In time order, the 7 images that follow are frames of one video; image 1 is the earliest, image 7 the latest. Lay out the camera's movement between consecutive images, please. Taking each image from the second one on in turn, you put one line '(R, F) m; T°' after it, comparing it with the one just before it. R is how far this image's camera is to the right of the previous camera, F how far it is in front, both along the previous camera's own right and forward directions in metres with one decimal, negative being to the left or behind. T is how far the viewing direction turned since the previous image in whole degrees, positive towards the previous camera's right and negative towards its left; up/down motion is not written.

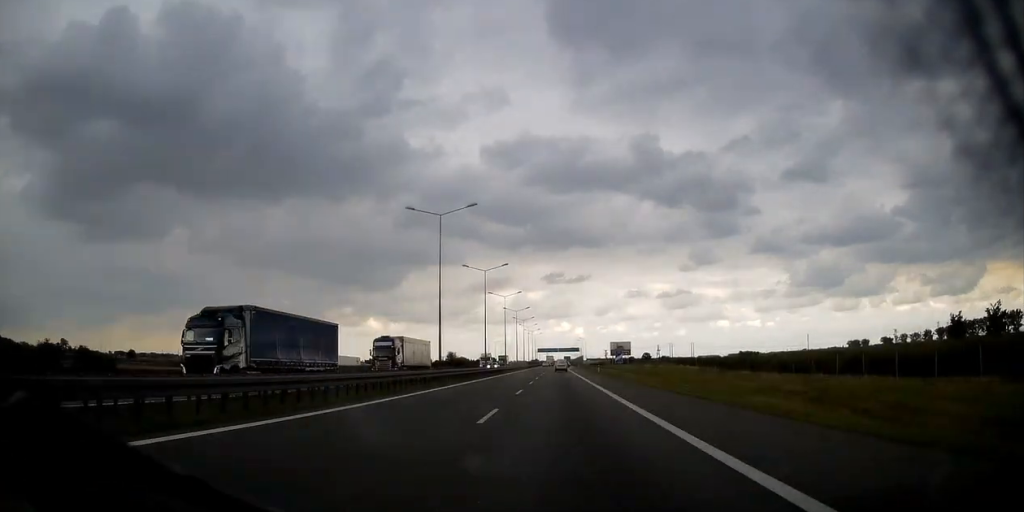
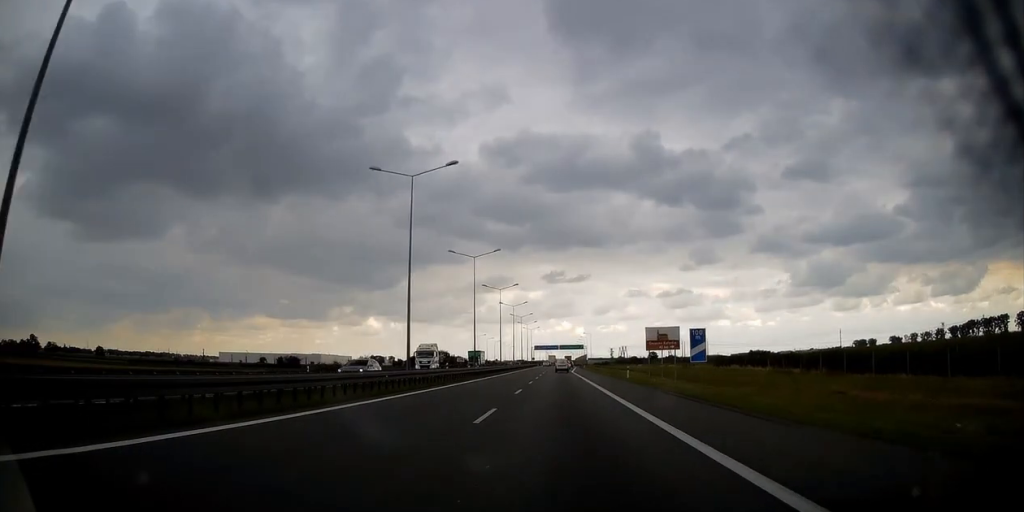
(+0.1, +36.1) m; 0°
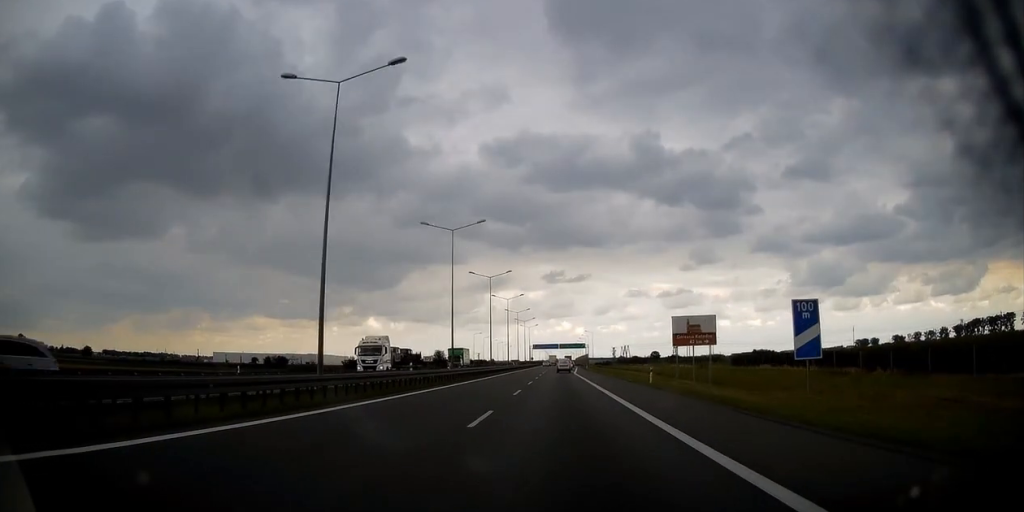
(0.0, +12.7) m; 0°
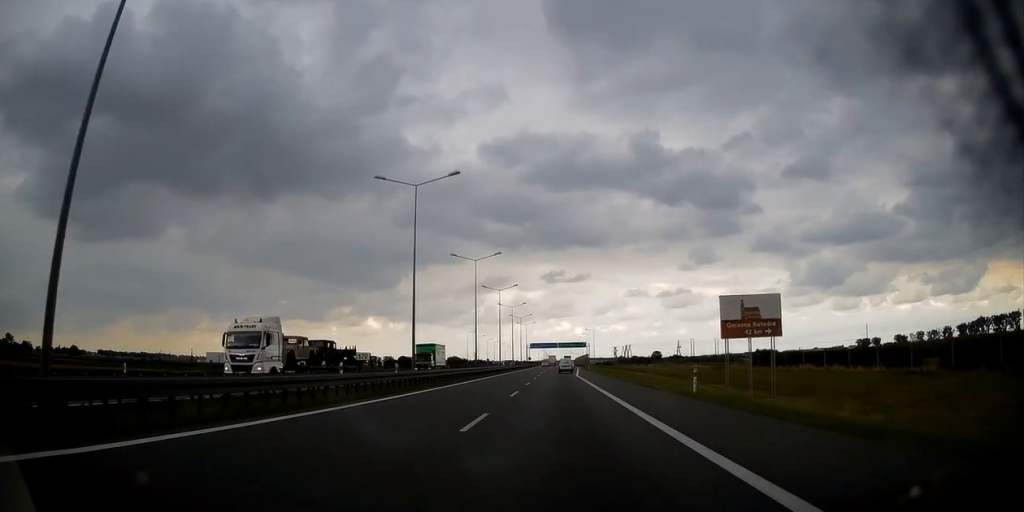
(+0.1, +12.7) m; 0°
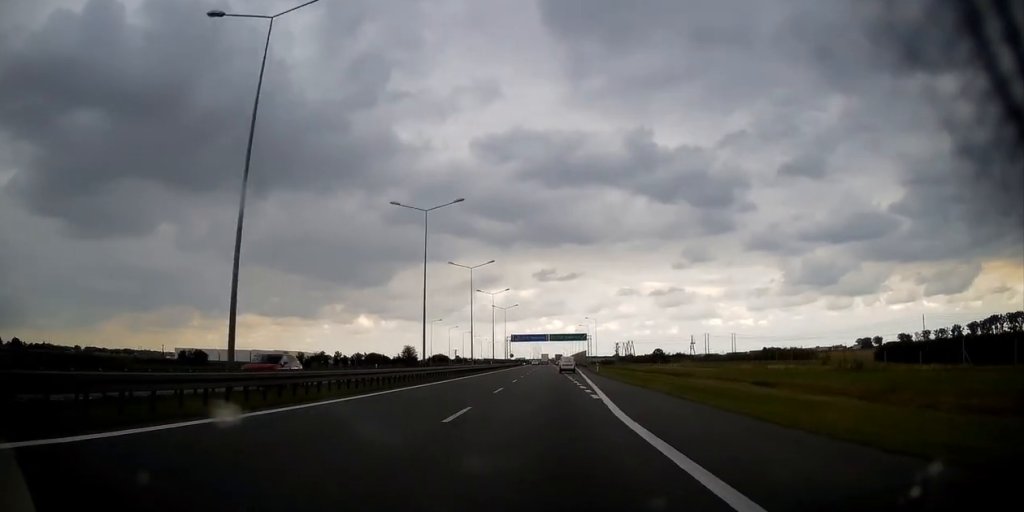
(-0.1, +46.6) m; +1°
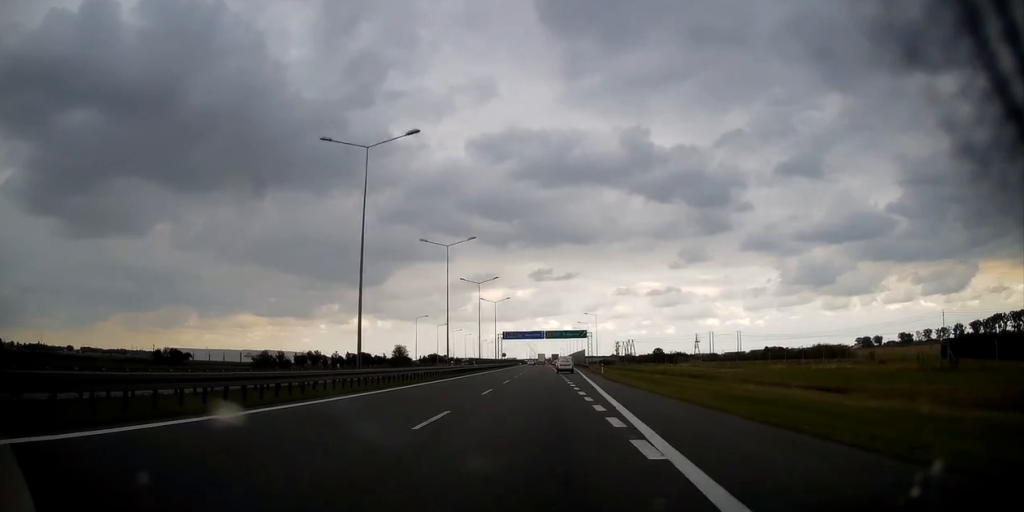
(+0.1, +13.5) m; 0°
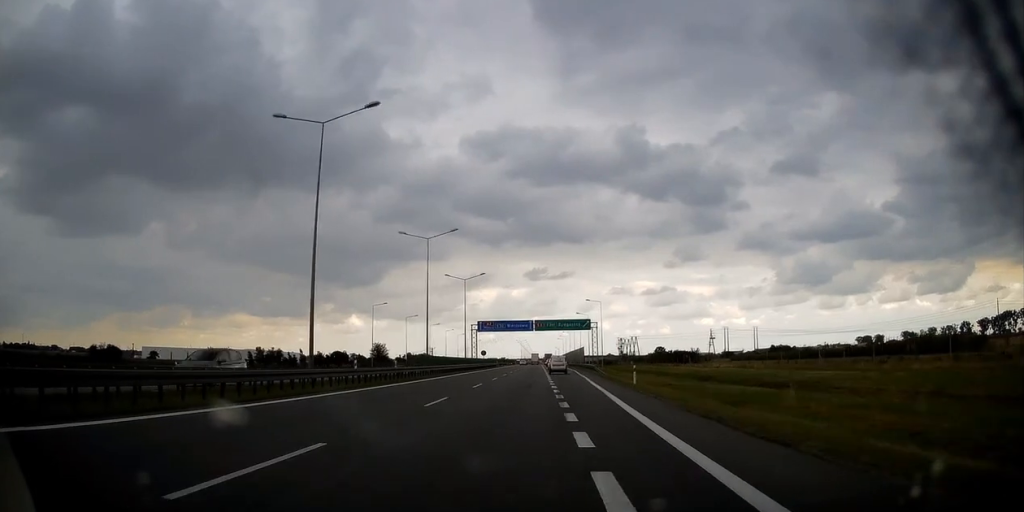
(+0.1, +30.4) m; 0°
